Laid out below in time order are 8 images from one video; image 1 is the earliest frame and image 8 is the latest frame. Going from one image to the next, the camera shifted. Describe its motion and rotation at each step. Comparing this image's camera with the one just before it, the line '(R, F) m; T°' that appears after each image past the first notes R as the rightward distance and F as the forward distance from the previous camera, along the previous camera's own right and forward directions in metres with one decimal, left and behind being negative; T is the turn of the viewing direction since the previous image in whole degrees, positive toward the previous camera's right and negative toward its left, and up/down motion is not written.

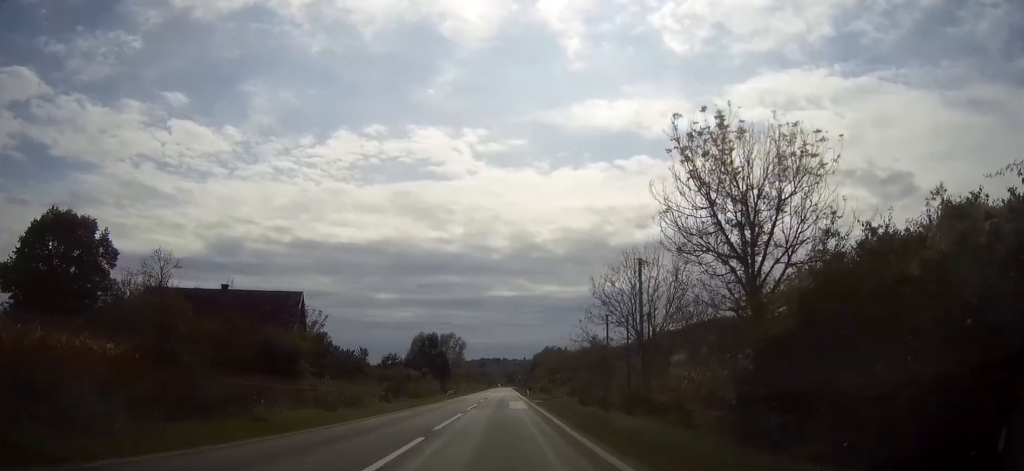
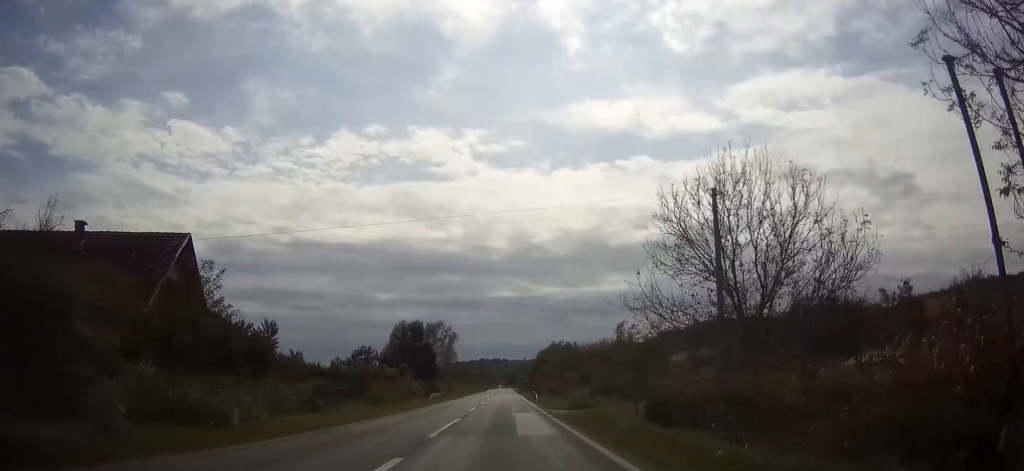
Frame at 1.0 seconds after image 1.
(-0.1, +18.1) m; 0°
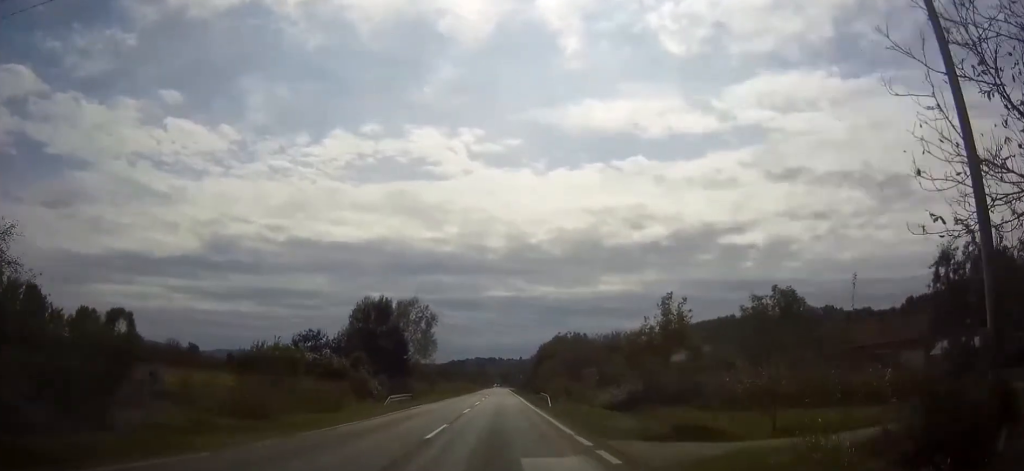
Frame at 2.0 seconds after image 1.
(+0.1, +19.3) m; +1°
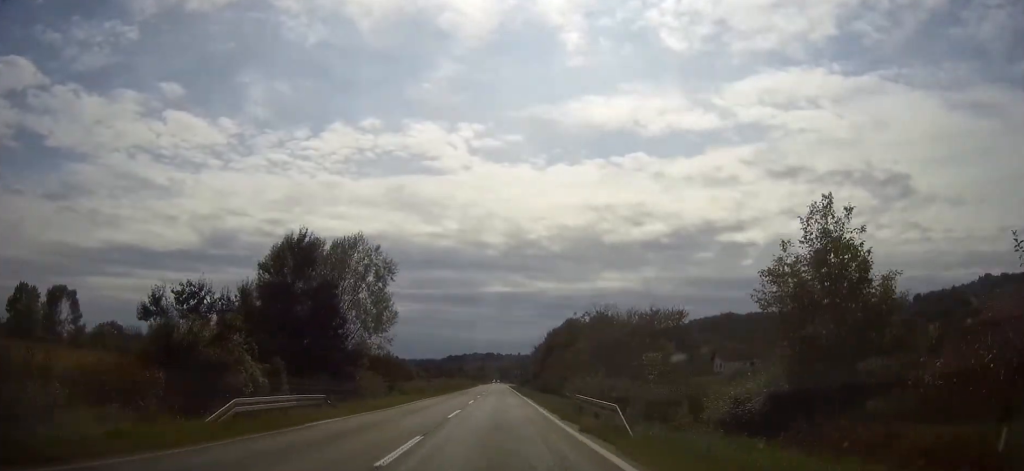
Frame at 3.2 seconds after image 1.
(+0.1, +22.2) m; 0°
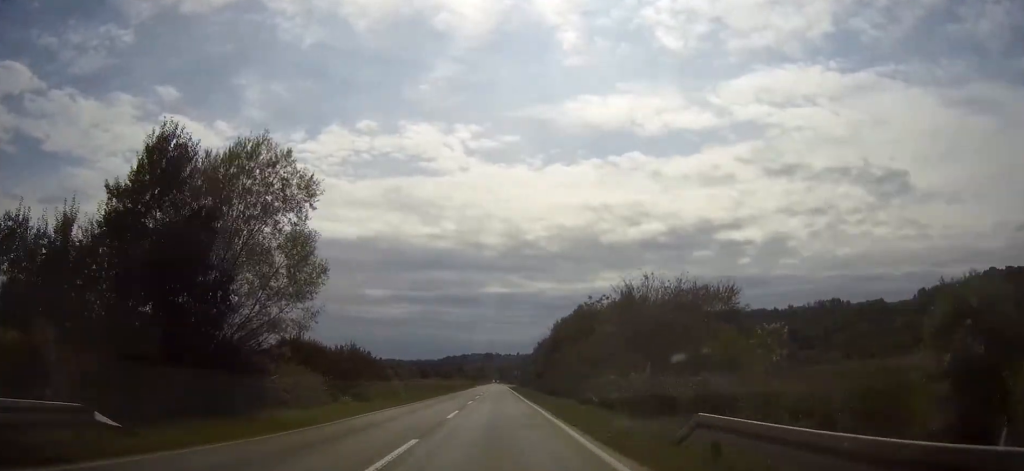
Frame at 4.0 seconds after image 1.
(0.0, +14.7) m; 0°
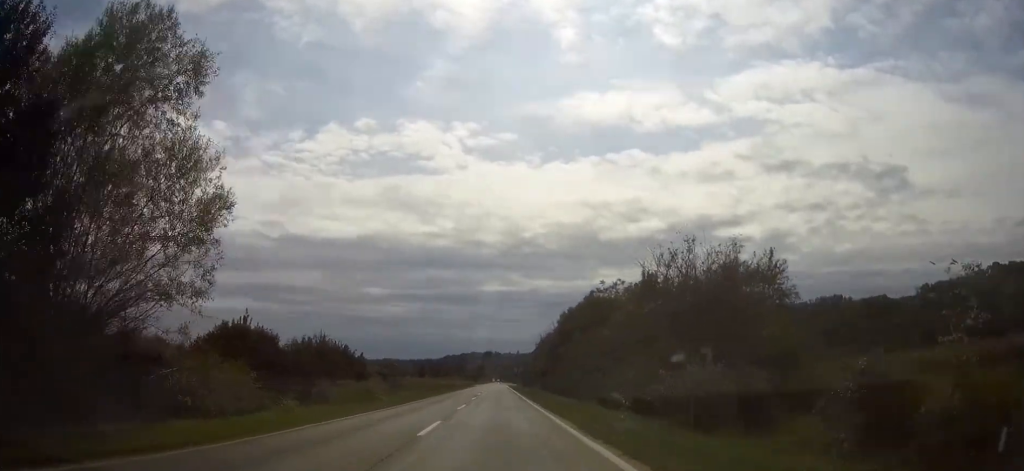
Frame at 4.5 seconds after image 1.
(0.0, +9.0) m; 0°
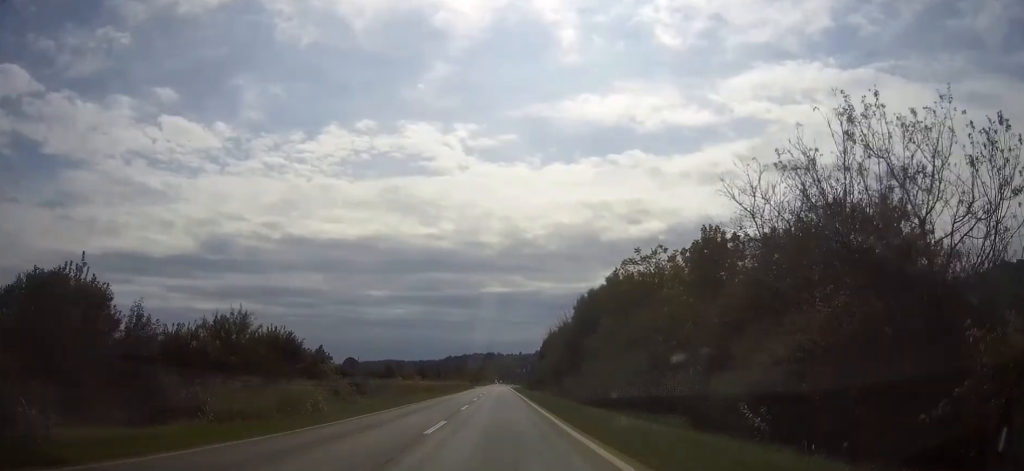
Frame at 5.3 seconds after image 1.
(0.0, +13.7) m; 0°
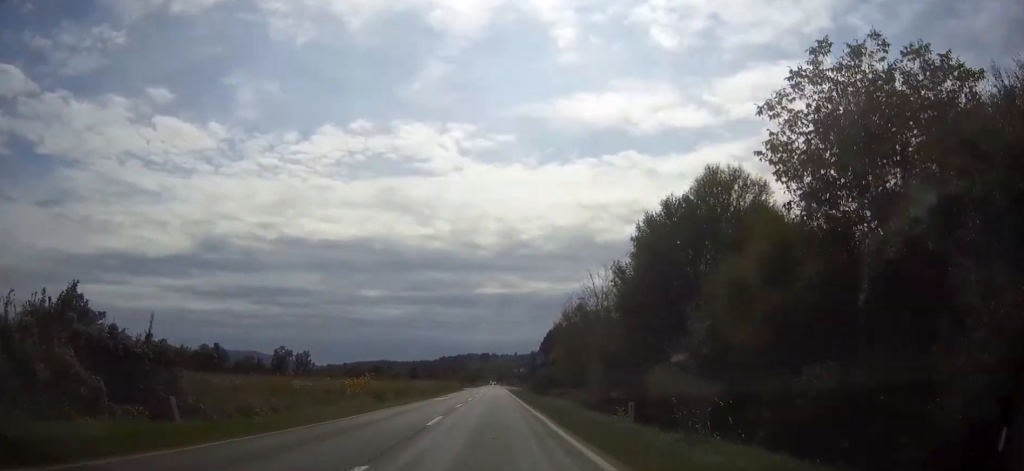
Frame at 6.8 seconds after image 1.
(+0.1, +26.1) m; 0°
